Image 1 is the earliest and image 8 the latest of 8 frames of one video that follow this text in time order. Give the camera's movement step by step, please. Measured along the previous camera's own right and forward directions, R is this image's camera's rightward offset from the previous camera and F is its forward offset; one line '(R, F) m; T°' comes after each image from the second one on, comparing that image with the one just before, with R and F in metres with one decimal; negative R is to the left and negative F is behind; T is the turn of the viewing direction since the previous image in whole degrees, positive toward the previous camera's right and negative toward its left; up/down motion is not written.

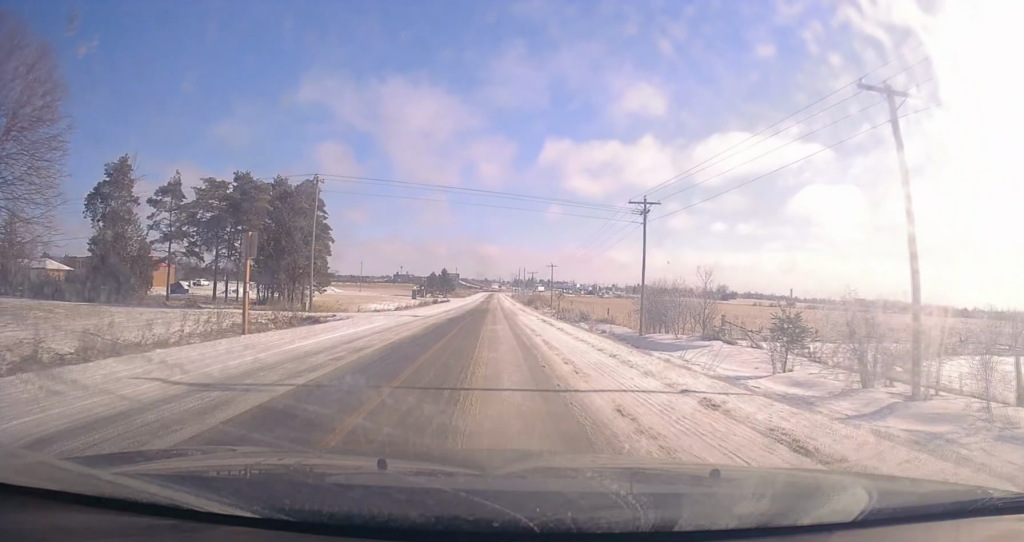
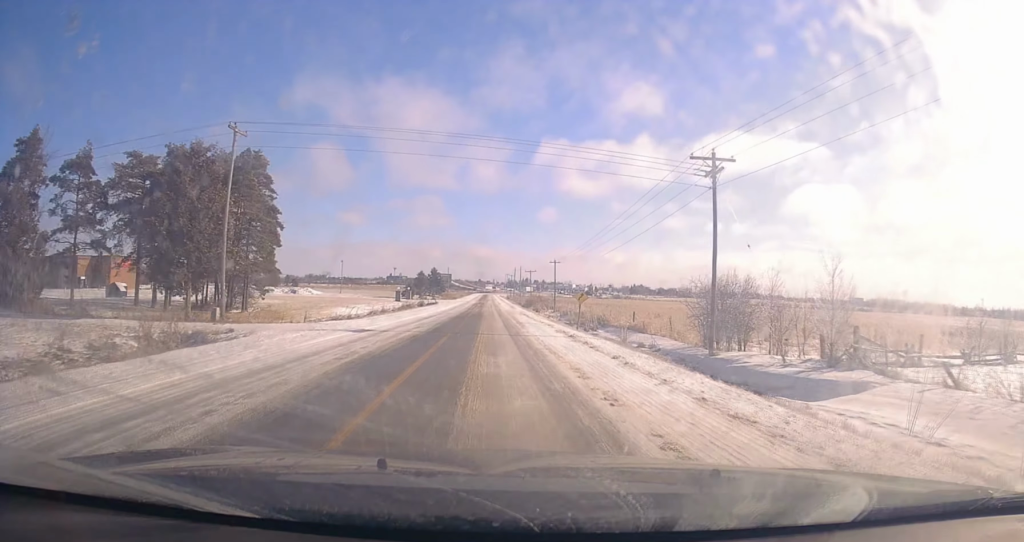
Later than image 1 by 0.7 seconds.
(-0.1, +13.7) m; +1°
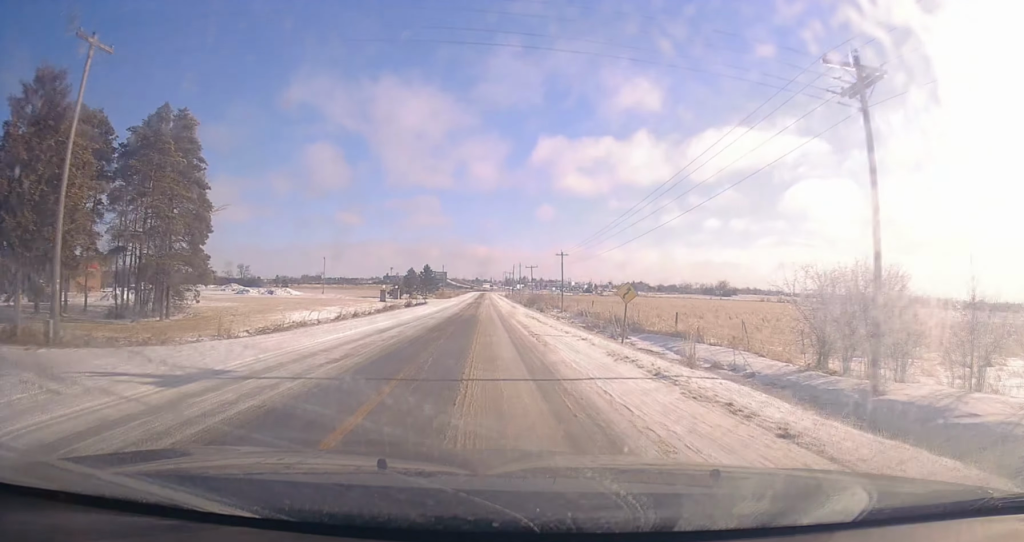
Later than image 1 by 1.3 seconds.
(+0.2, +11.4) m; +1°
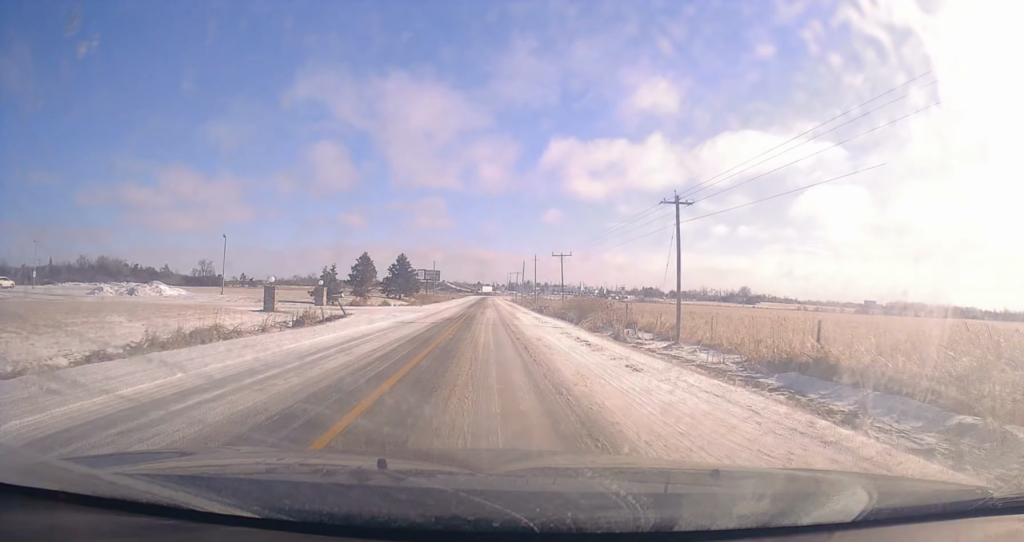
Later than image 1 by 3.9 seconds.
(-0.5, +46.9) m; -1°
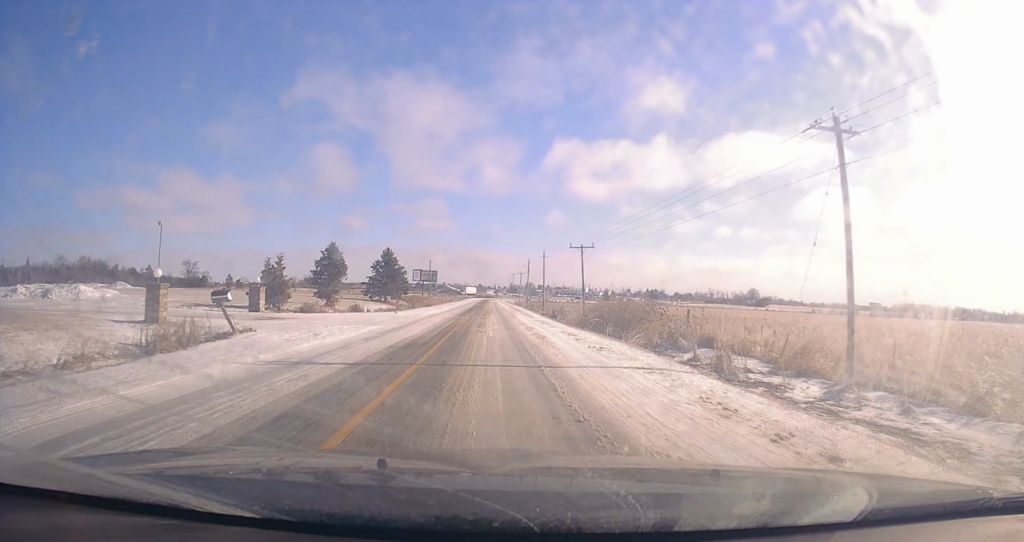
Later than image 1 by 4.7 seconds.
(+0.3, +15.6) m; +1°
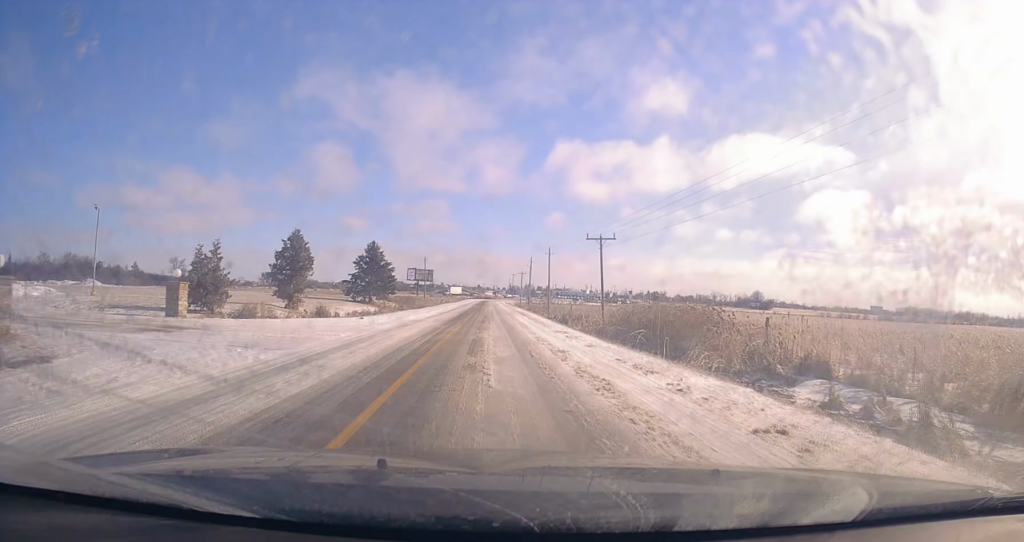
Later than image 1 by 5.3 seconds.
(0.0, +11.0) m; 0°
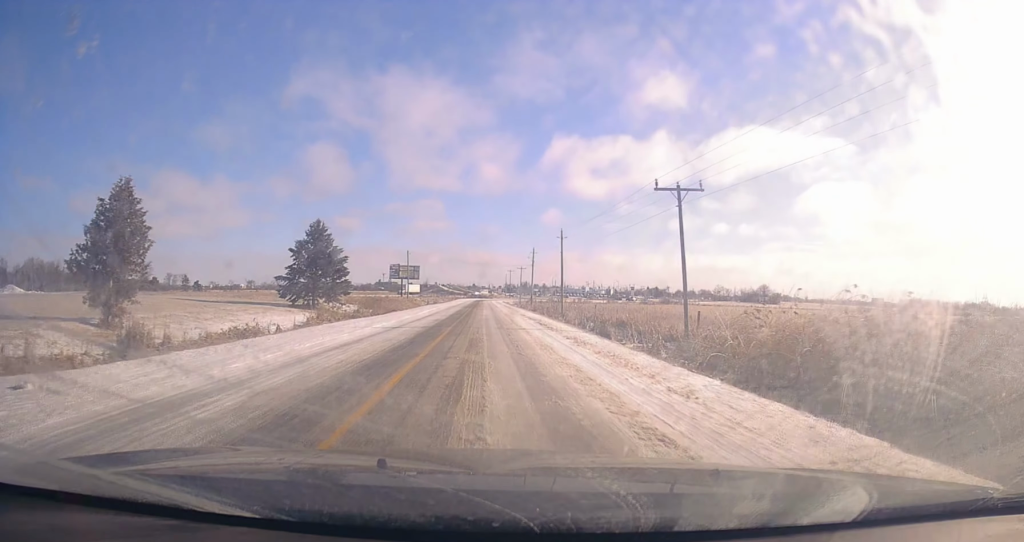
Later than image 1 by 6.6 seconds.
(0.0, +22.7) m; 0°
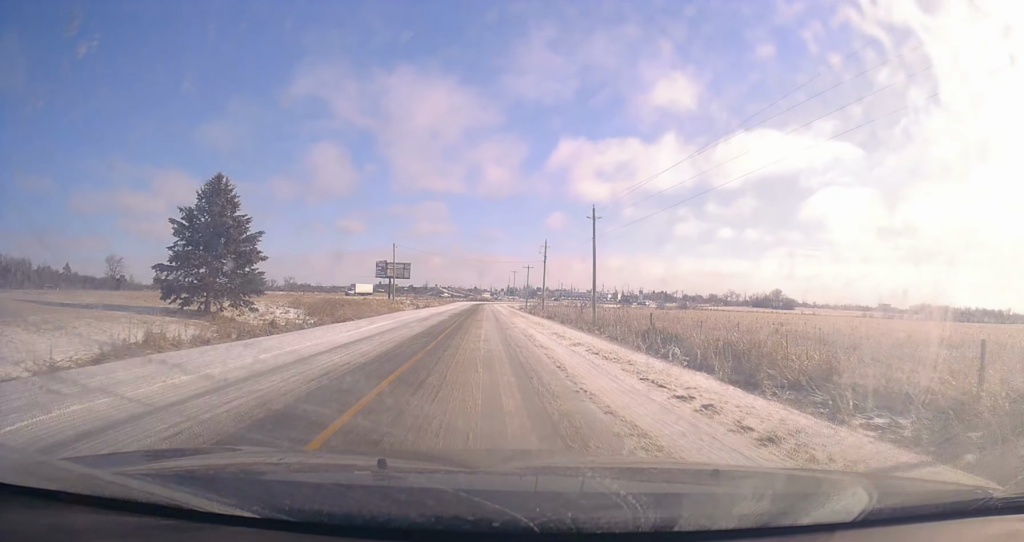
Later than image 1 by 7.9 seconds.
(-0.2, +21.3) m; -1°
